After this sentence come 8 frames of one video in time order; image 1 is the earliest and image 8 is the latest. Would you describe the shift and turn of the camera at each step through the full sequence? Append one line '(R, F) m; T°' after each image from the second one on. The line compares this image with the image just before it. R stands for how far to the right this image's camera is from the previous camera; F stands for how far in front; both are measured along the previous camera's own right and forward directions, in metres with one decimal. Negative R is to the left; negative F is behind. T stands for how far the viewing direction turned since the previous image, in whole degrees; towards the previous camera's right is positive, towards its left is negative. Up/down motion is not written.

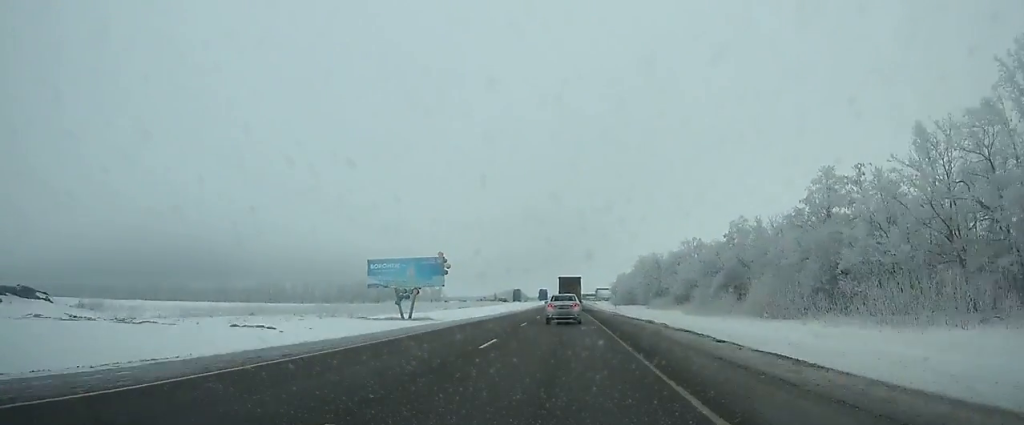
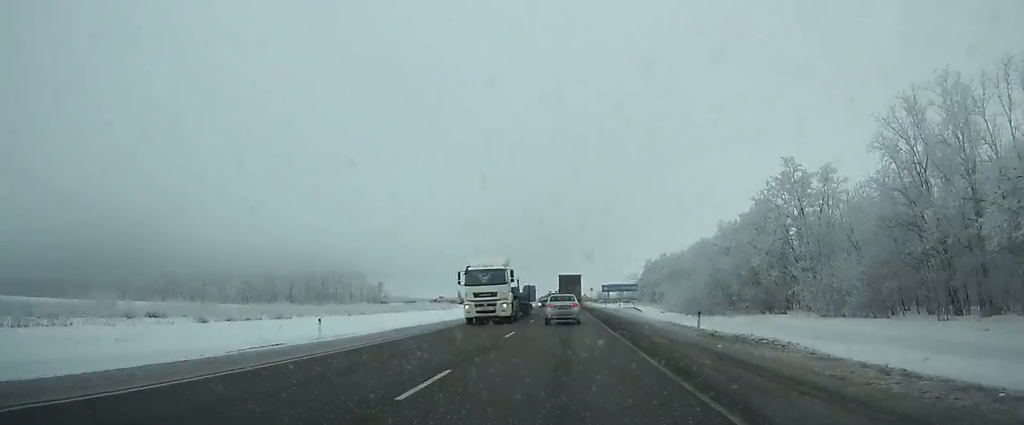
(+0.1, +133.6) m; 0°
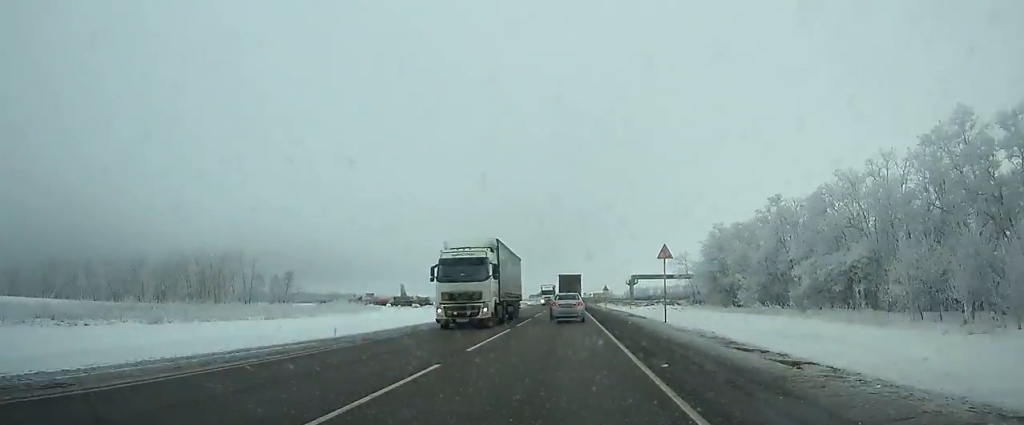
(-0.1, +97.0) m; 0°
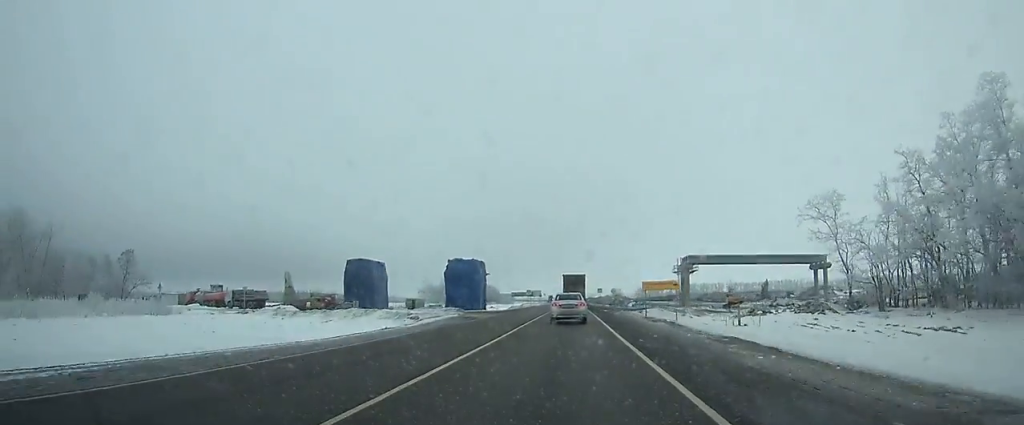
(-0.2, +78.1) m; 0°
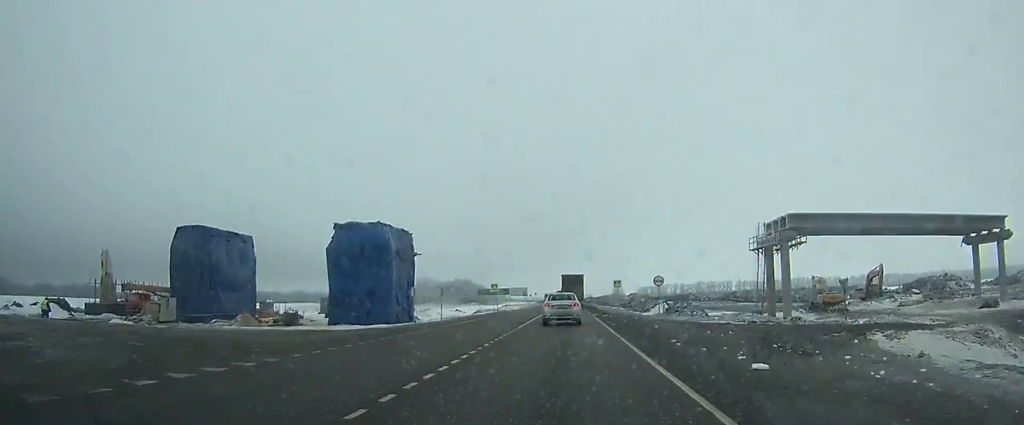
(0.0, +45.1) m; 0°
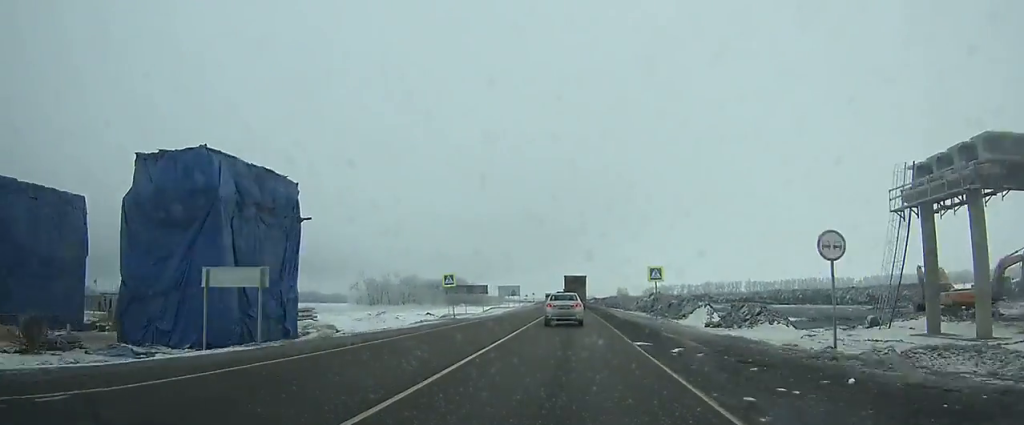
(0.0, +26.6) m; 0°
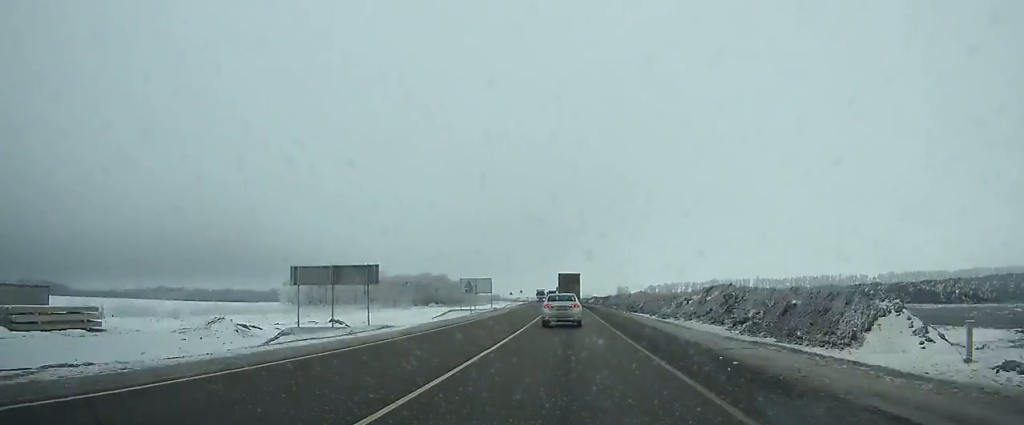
(0.0, +36.9) m; 0°
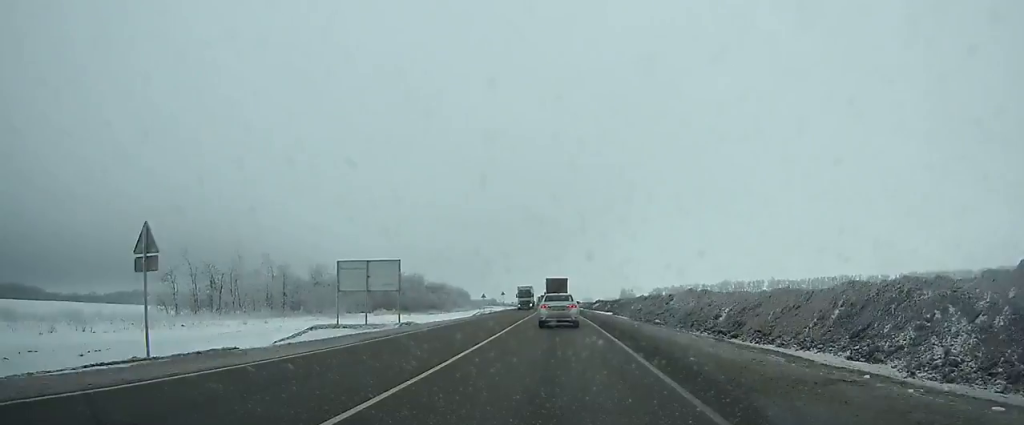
(0.0, +41.0) m; -1°
